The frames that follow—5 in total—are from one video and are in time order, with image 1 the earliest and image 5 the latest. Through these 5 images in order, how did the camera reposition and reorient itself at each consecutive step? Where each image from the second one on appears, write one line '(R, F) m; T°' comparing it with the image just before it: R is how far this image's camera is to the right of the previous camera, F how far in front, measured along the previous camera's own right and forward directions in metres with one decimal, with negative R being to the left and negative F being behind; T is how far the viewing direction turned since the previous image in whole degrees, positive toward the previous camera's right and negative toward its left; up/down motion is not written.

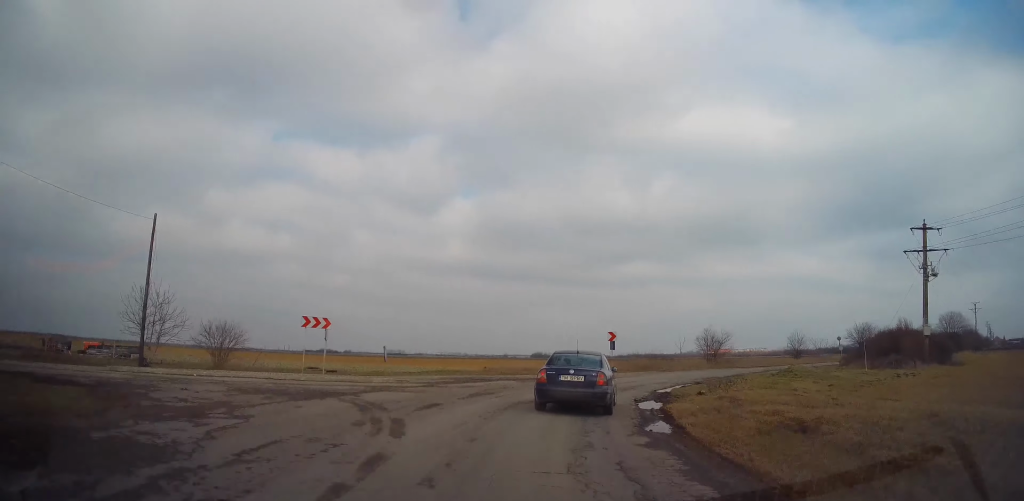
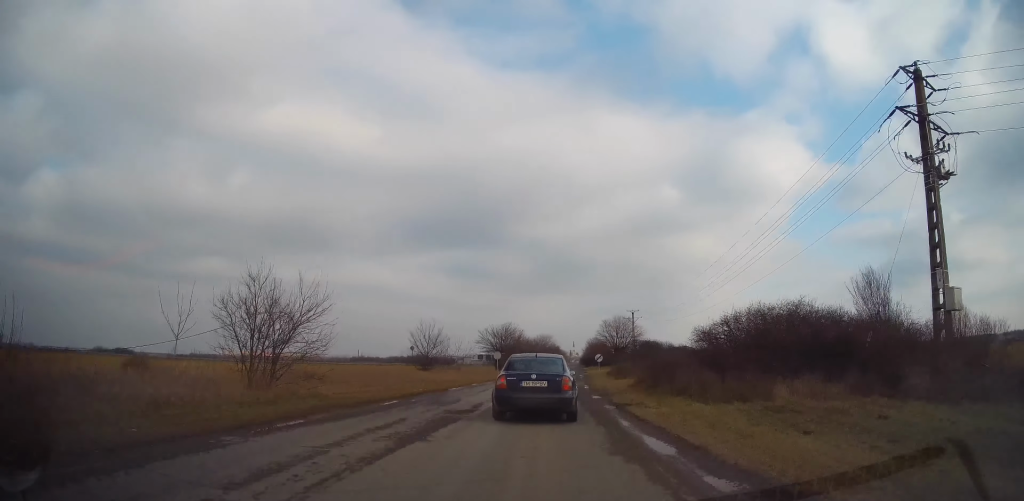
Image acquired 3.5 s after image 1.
(+12.8, +35.4) m; +44°
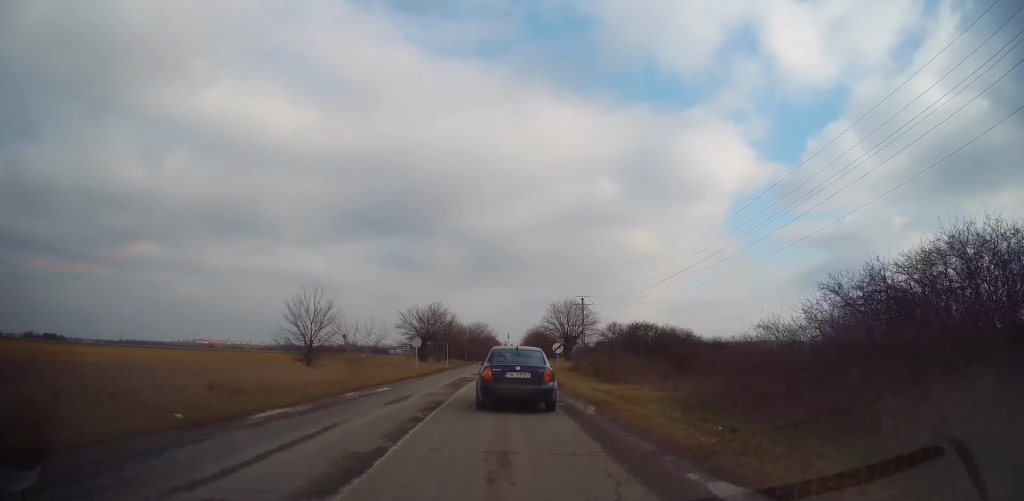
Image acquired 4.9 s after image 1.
(+1.9, +15.5) m; +9°
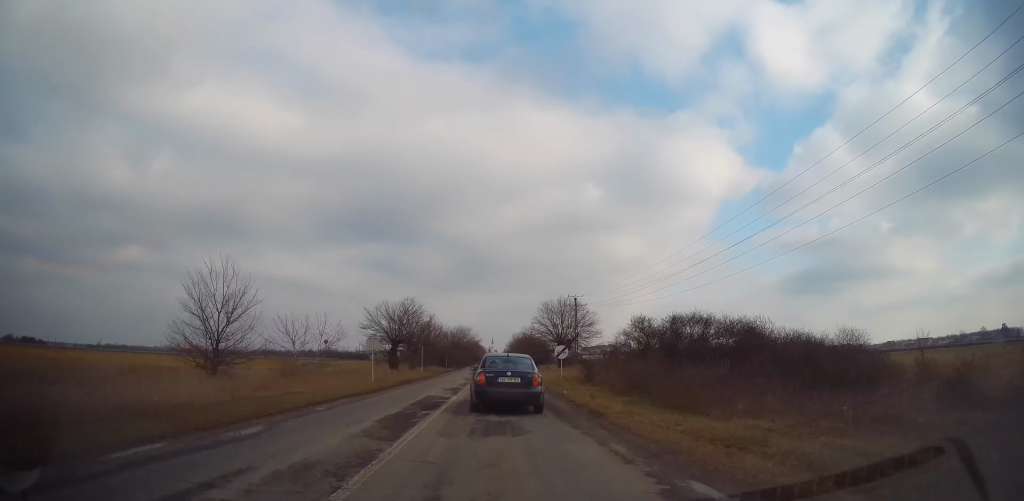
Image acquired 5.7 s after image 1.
(0.0, +10.2) m; 0°
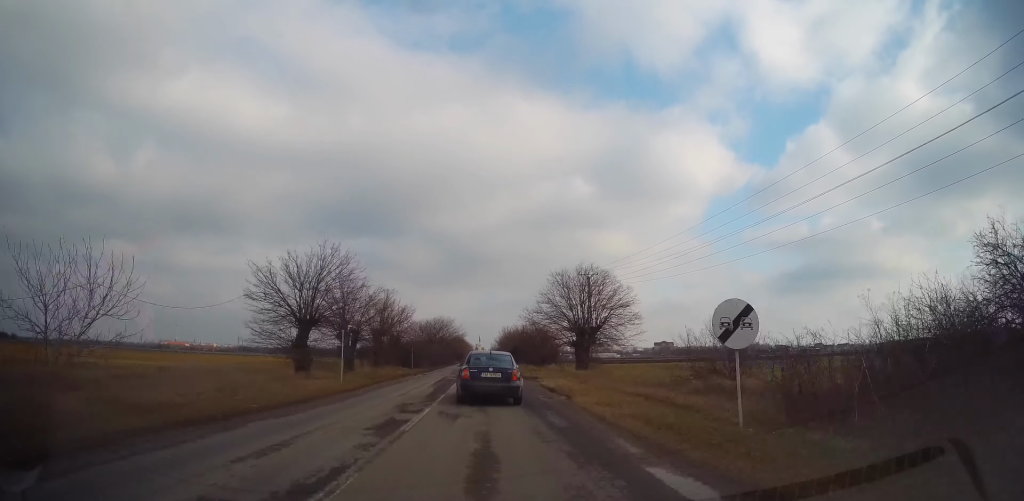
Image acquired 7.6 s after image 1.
(+0.8, +23.8) m; +4°
